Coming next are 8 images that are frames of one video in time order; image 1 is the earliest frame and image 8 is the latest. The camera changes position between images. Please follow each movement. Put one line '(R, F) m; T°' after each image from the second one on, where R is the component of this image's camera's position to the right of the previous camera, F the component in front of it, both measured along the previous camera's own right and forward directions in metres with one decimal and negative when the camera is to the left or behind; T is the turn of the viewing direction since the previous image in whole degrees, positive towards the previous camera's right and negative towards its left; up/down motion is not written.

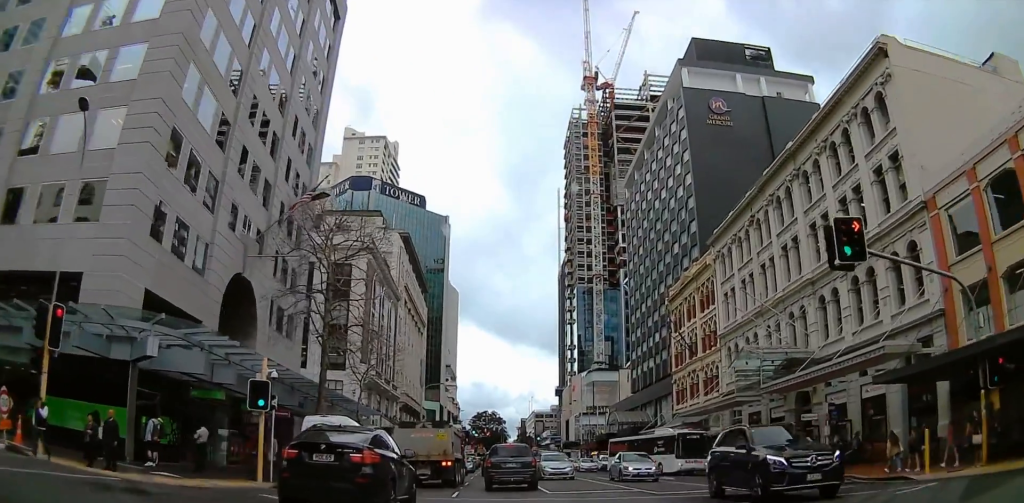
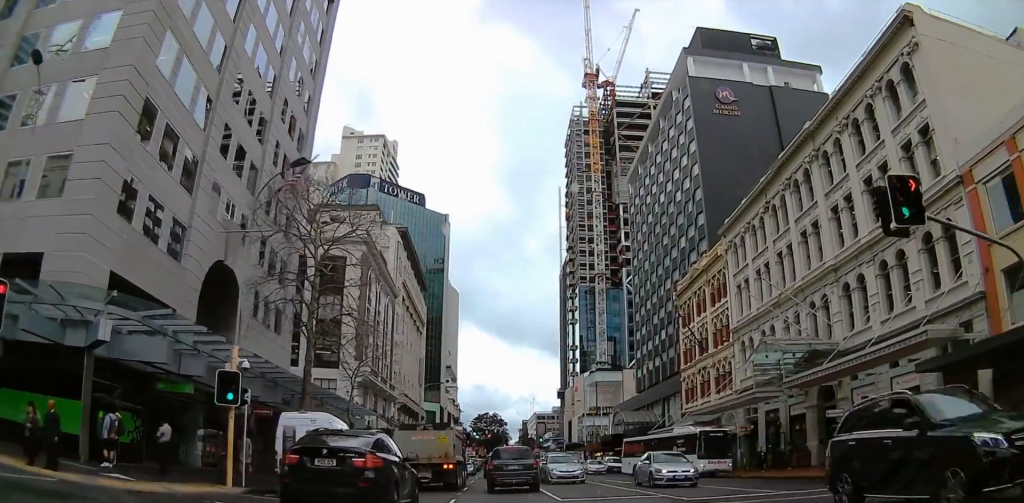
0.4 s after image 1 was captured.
(0.0, +2.9) m; -2°
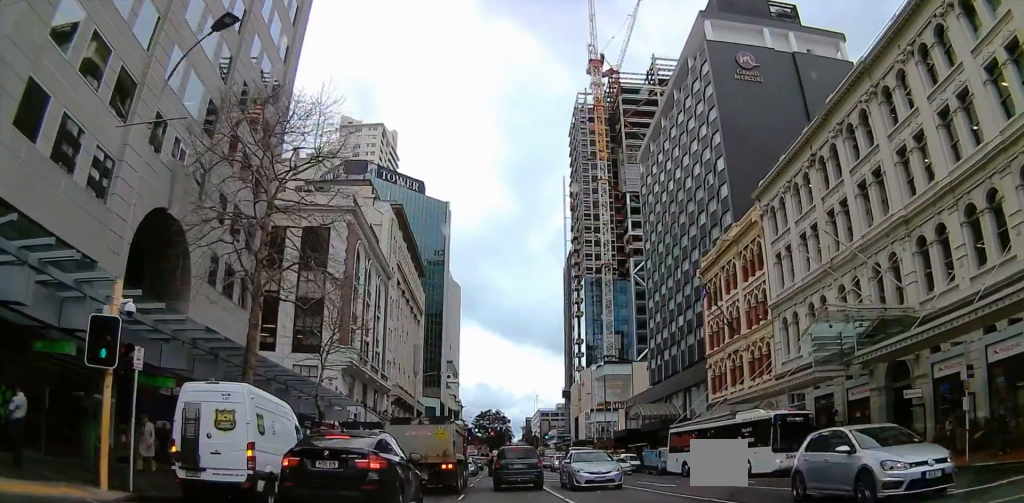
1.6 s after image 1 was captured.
(-0.4, +7.4) m; -6°
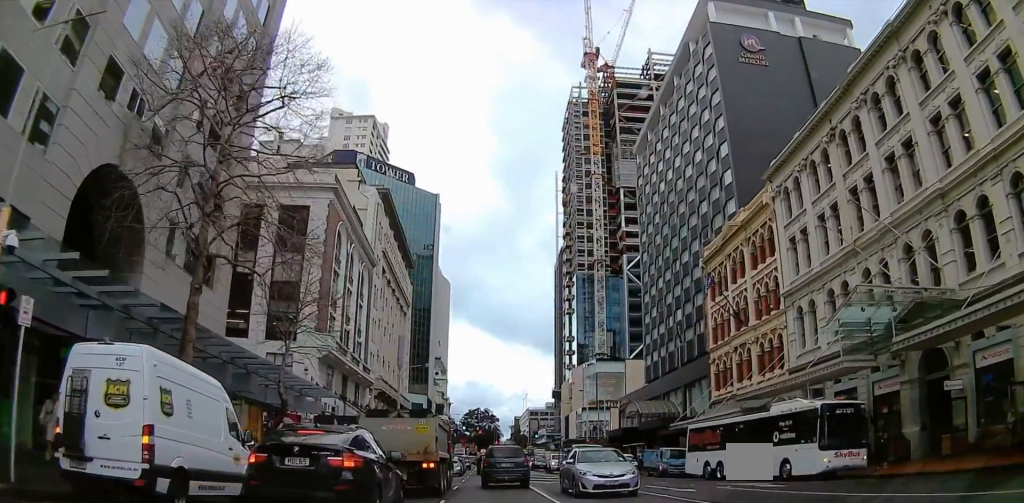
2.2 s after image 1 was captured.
(-0.2, +4.0) m; -2°
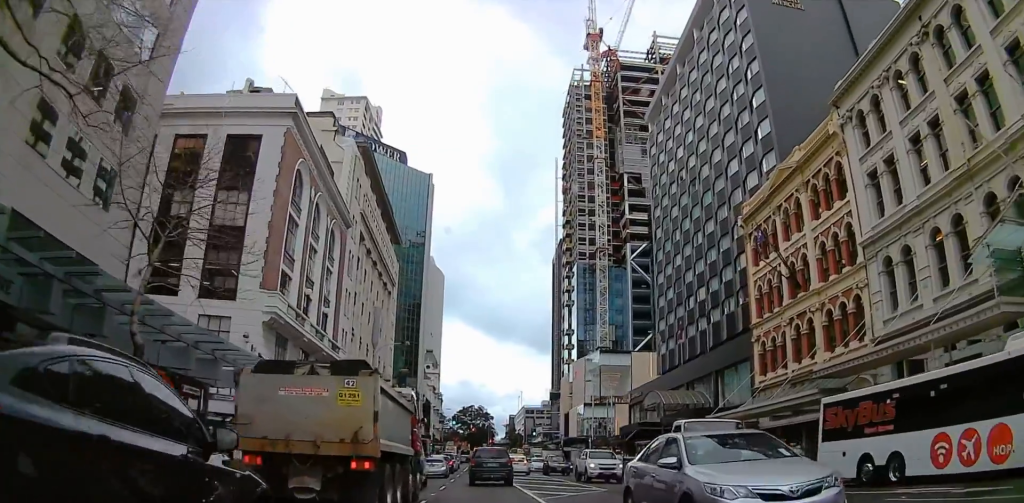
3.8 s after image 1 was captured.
(+0.8, +10.8) m; +3°
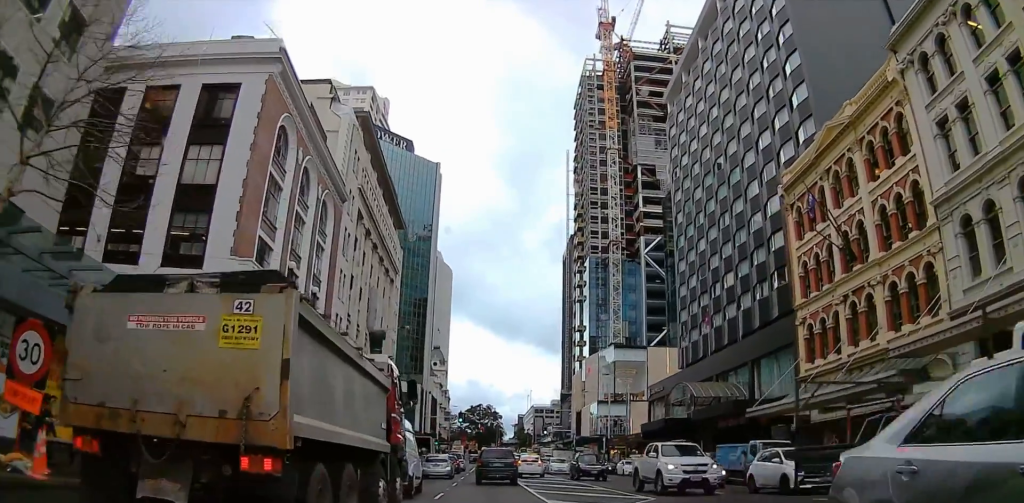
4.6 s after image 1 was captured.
(-0.4, +5.9) m; -5°
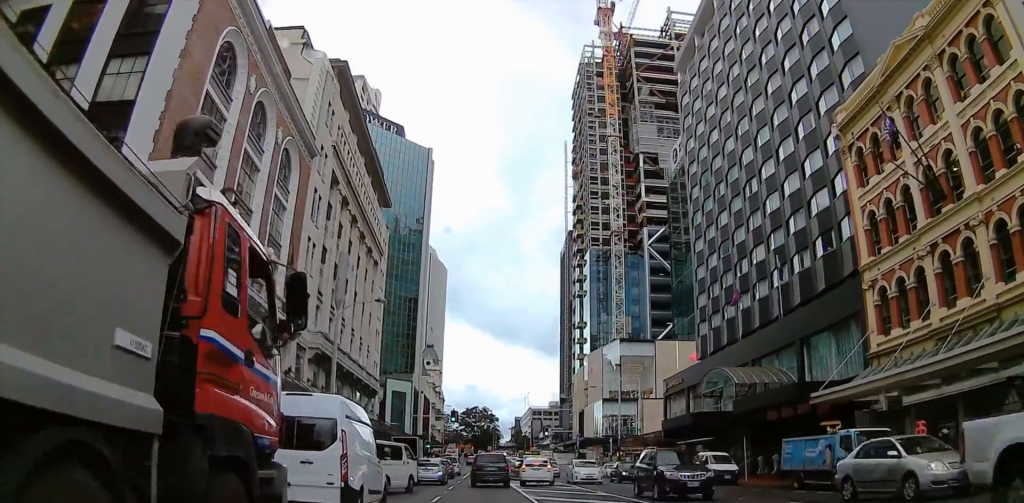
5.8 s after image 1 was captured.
(-0.4, +8.3) m; +1°
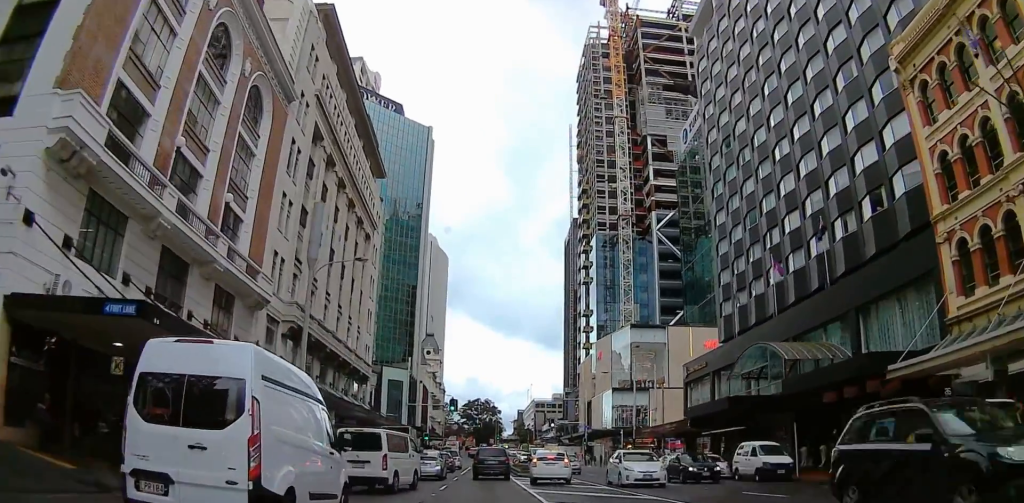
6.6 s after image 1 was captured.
(+0.4, +5.9) m; +4°
